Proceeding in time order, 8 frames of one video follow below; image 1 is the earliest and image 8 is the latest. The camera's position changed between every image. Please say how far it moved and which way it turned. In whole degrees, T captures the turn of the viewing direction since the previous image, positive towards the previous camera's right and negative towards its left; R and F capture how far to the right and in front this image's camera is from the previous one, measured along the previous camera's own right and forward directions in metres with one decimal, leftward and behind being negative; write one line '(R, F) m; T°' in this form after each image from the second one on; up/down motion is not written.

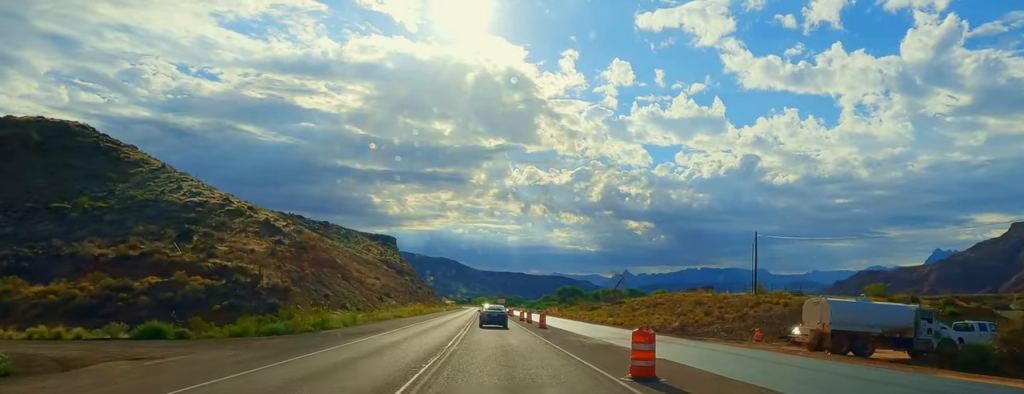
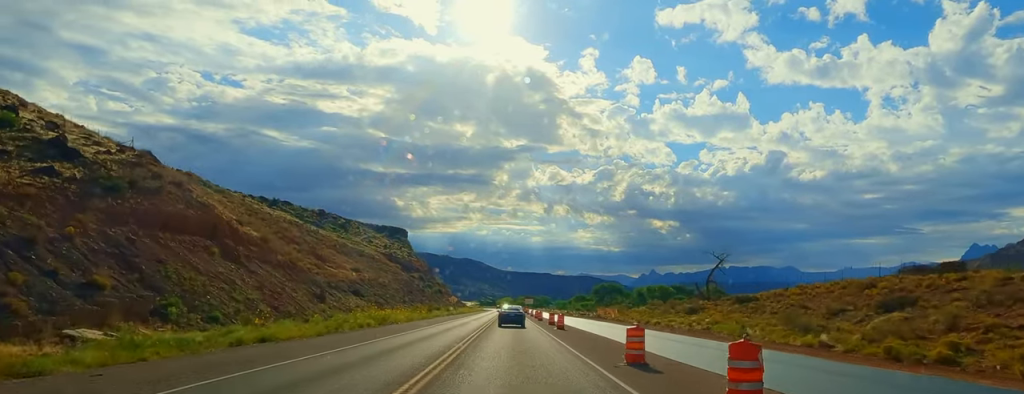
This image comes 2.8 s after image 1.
(-0.6, +54.5) m; -1°
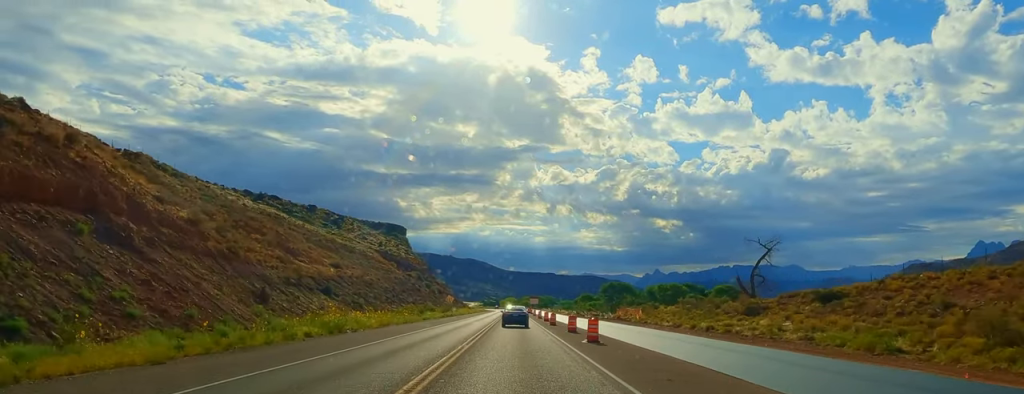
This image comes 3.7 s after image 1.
(0.0, +17.3) m; +1°
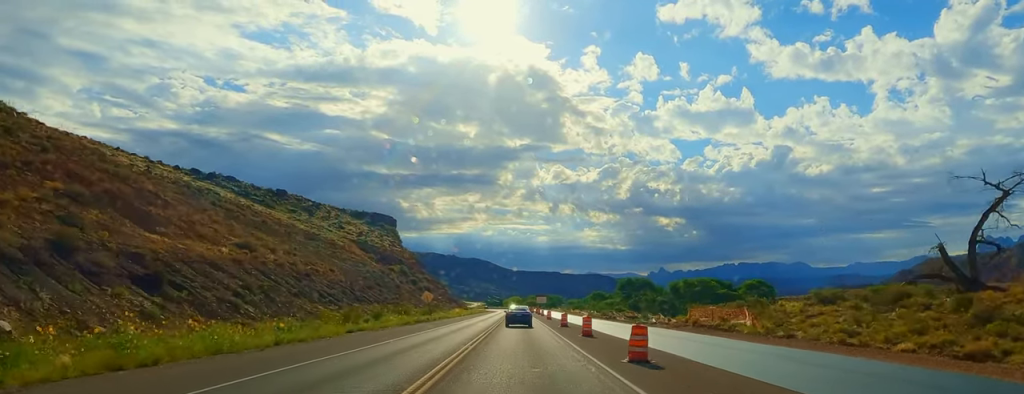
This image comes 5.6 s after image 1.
(+0.4, +39.1) m; +1°
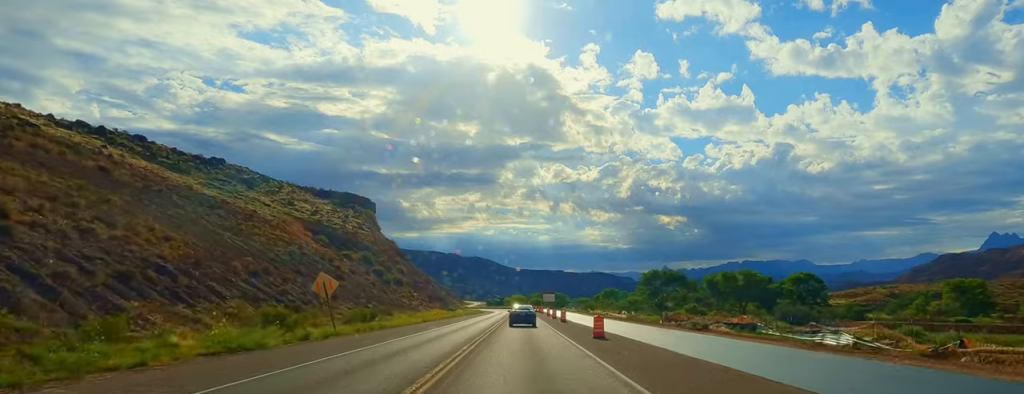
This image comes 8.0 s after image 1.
(-0.2, +49.1) m; -2°
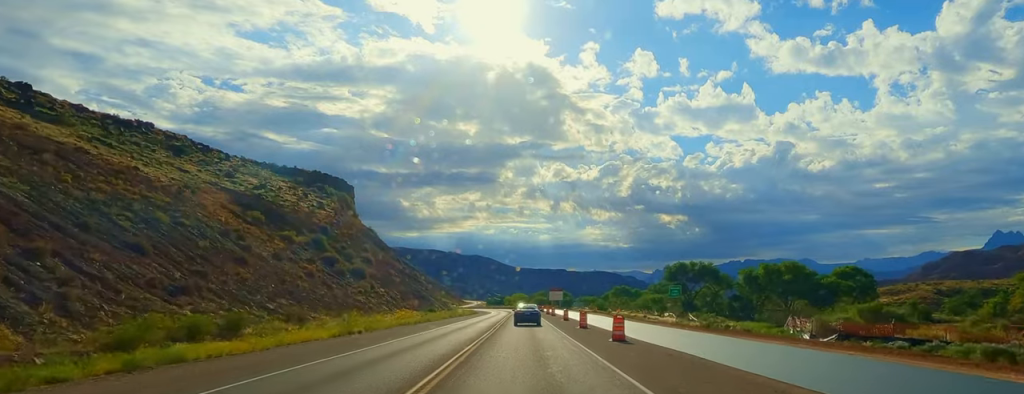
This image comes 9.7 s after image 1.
(-0.7, +35.8) m; 0°
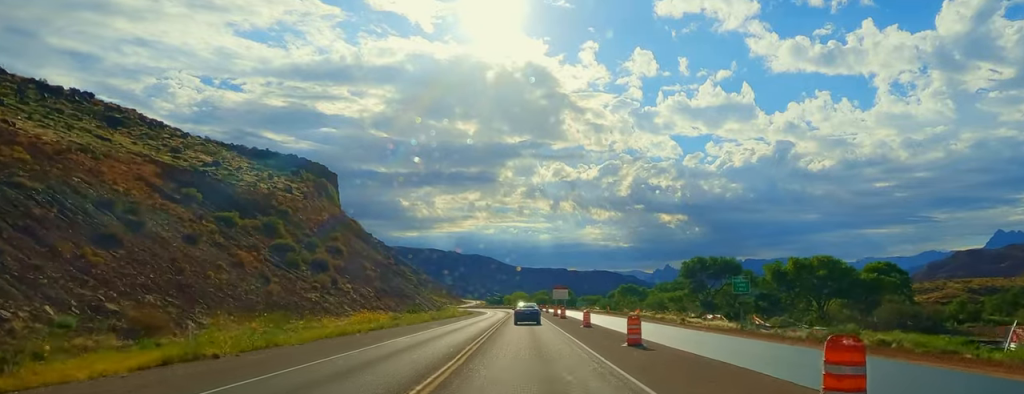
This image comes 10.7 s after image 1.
(-0.4, +20.5) m; +1°
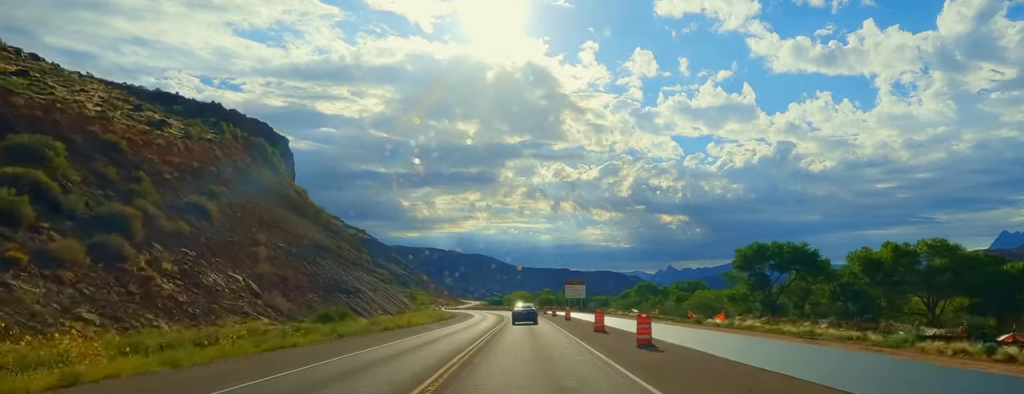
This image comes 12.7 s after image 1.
(+1.6, +43.9) m; +1°
